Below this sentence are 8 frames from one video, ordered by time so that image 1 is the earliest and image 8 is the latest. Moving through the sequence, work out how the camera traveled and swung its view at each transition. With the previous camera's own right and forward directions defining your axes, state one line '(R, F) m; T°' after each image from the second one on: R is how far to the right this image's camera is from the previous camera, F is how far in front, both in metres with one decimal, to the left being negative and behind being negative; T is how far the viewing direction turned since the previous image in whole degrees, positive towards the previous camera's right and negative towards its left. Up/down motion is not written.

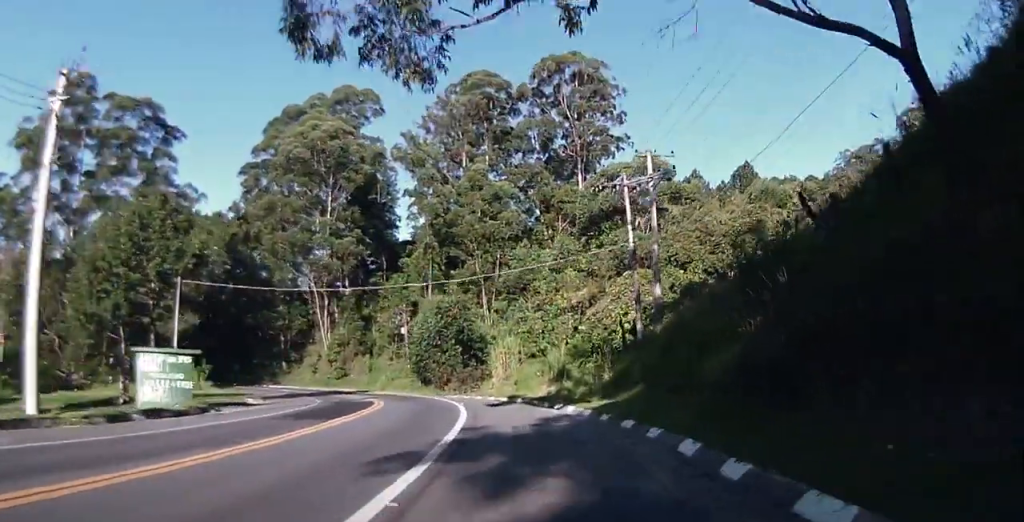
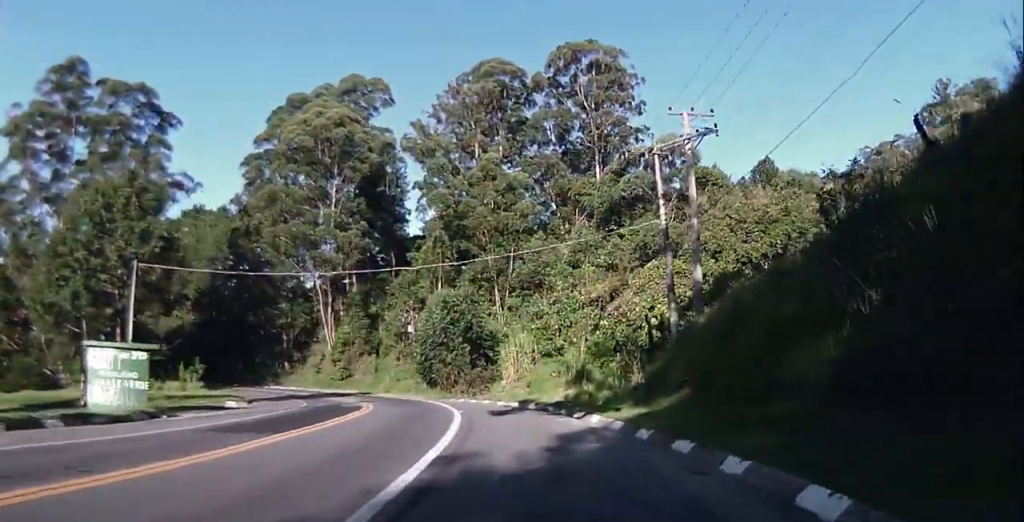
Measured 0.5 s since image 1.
(0.0, +5.2) m; -1°
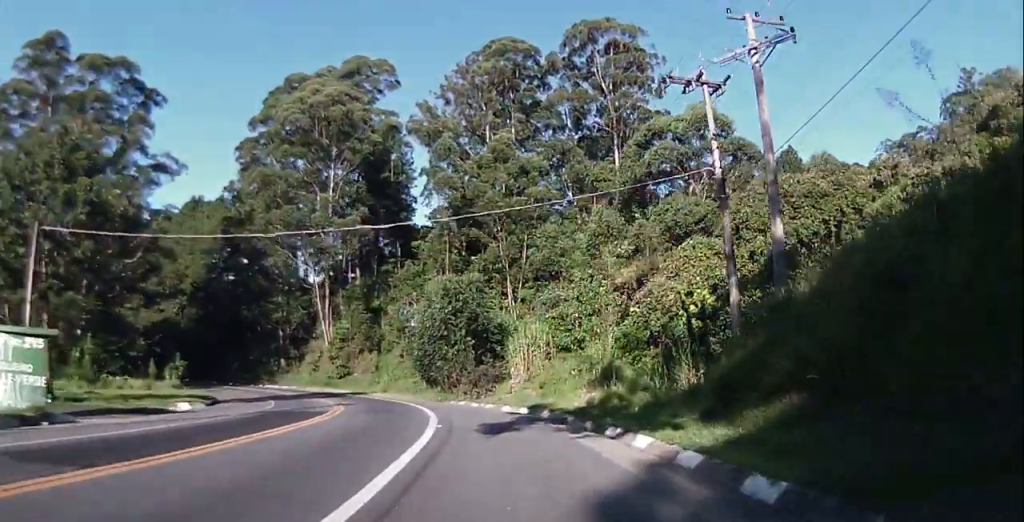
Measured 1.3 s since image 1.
(0.0, +7.5) m; -2°
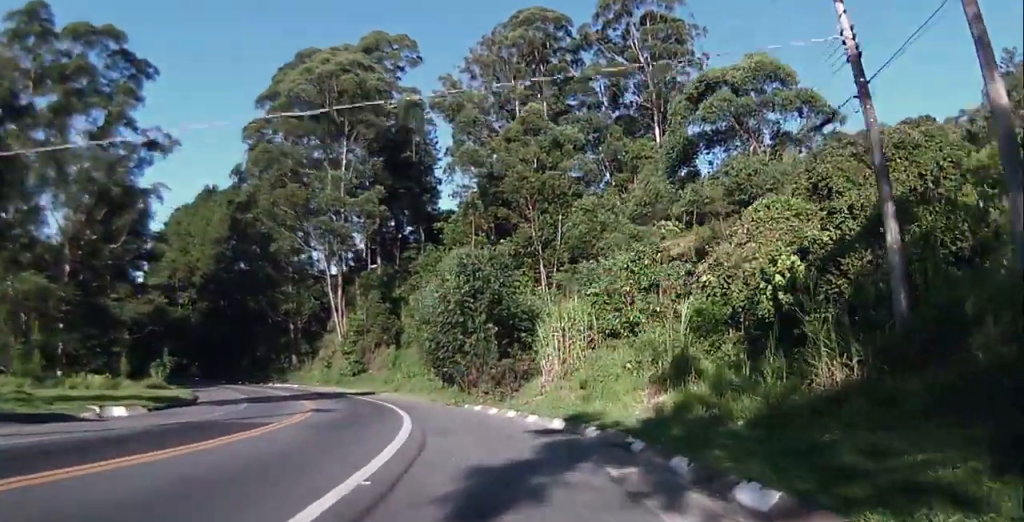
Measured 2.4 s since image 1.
(-0.4, +8.9) m; -3°
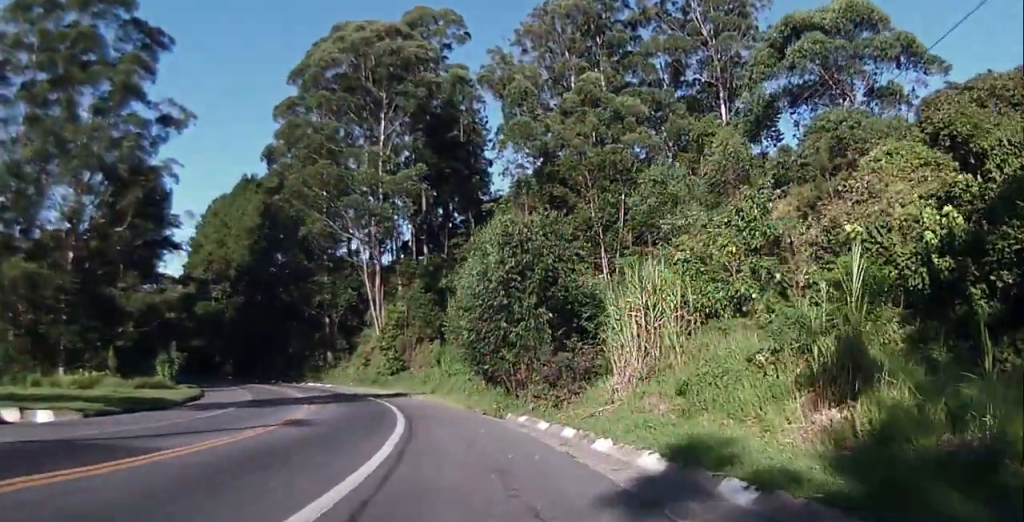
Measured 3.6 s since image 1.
(-0.2, +8.1) m; -7°
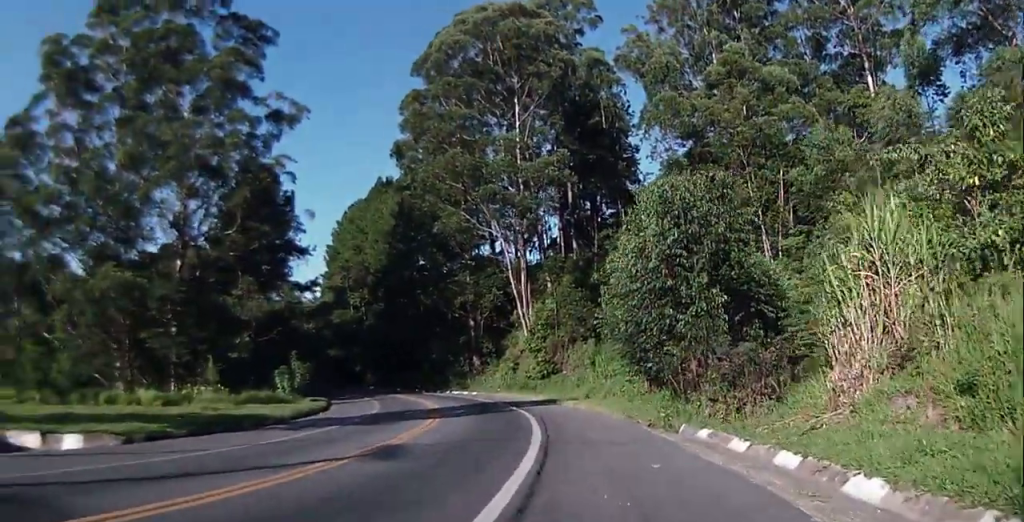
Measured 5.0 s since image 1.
(-0.9, +5.8) m; -22°
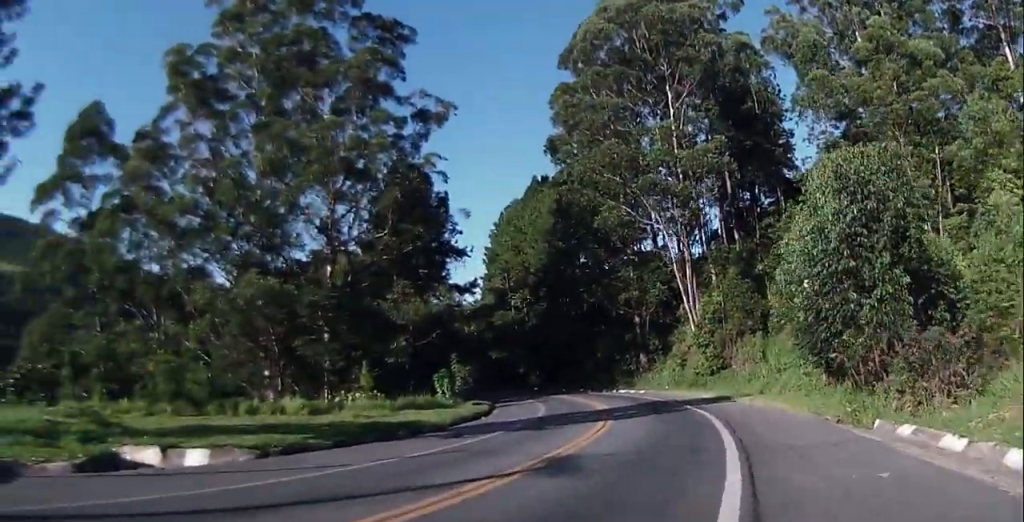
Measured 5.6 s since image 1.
(-0.2, +1.7) m; -19°
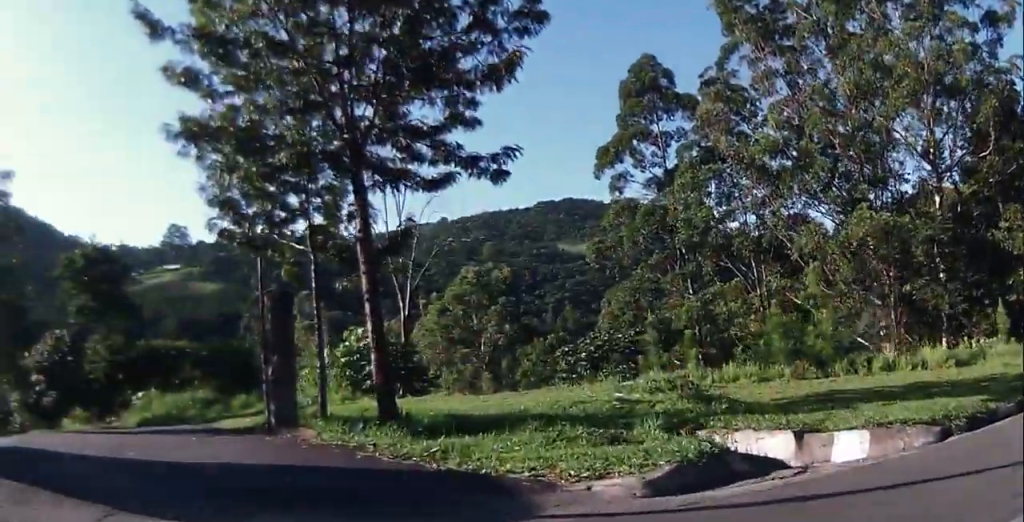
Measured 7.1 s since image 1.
(-1.7, +4.0) m; -48°
